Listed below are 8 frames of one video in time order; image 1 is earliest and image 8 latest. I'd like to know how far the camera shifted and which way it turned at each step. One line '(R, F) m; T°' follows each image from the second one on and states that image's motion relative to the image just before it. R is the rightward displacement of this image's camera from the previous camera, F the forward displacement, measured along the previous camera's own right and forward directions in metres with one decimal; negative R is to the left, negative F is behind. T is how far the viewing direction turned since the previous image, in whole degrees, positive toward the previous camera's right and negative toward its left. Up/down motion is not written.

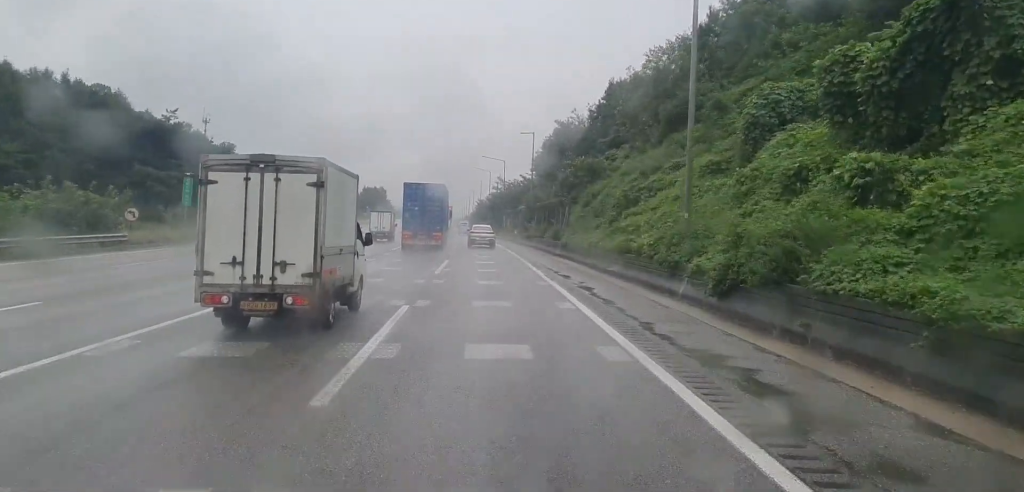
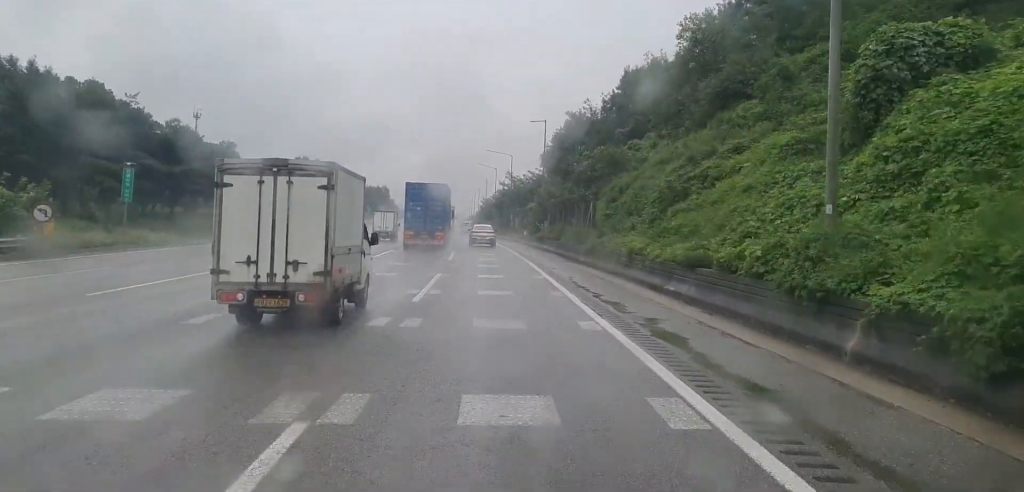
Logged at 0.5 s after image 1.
(0.0, +9.4) m; 0°
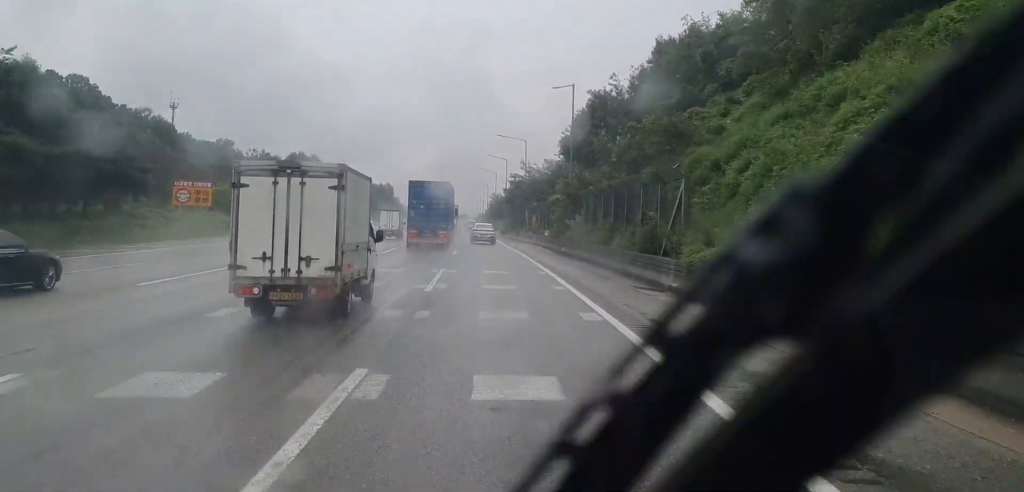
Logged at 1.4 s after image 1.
(0.0, +17.6) m; -1°
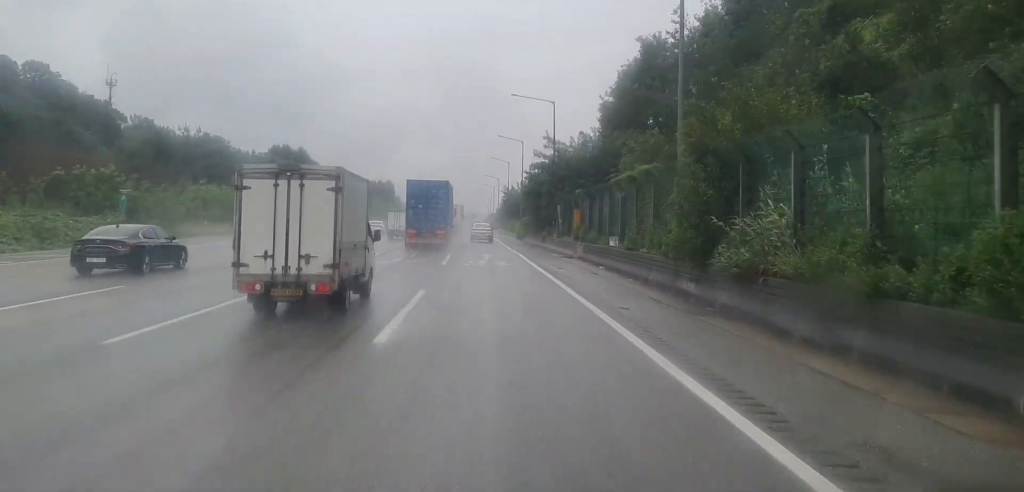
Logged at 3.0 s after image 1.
(-0.6, +29.0) m; -2°
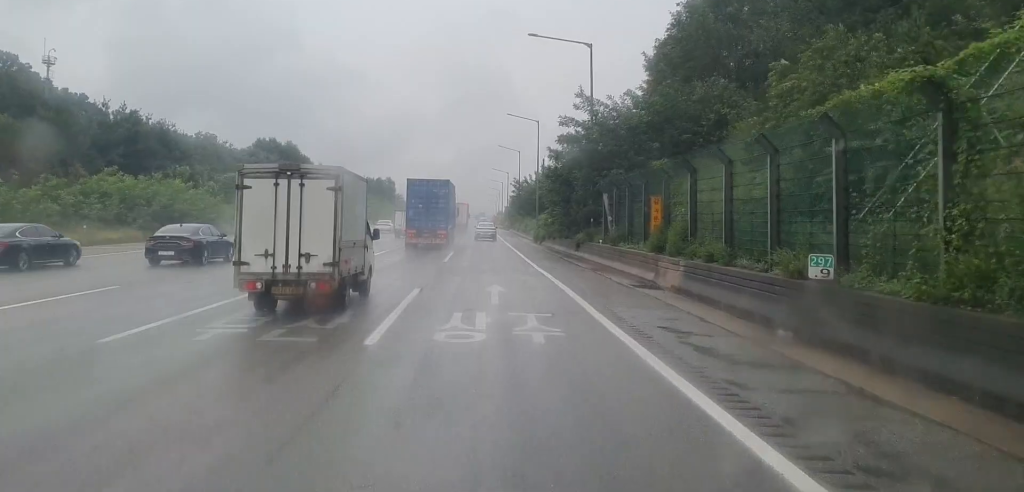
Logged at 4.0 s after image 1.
(+0.1, +19.8) m; 0°
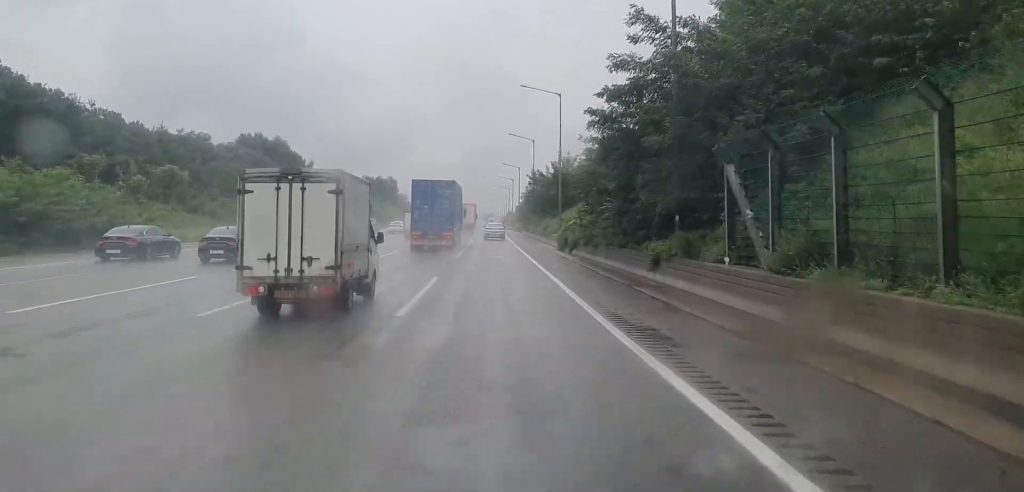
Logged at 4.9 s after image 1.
(-0.1, +17.9) m; 0°
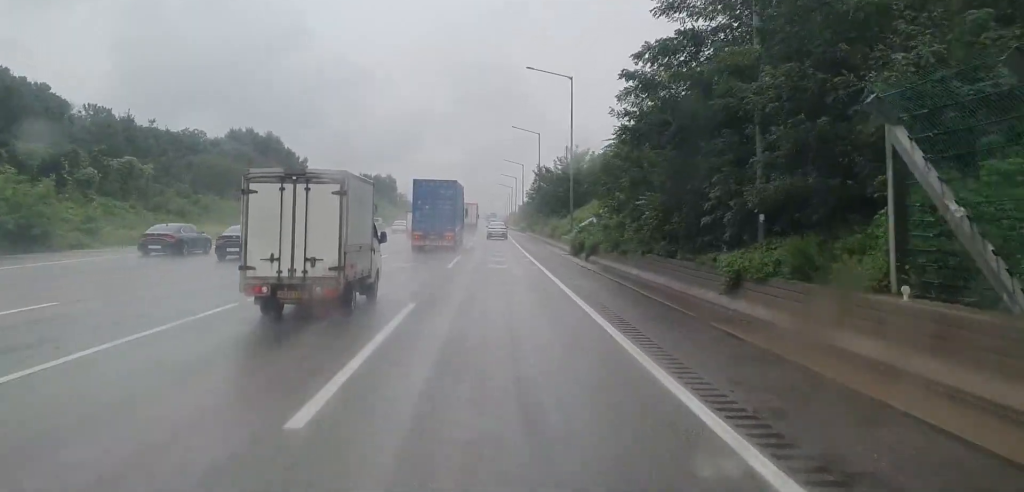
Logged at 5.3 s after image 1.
(+0.1, +7.7) m; 0°
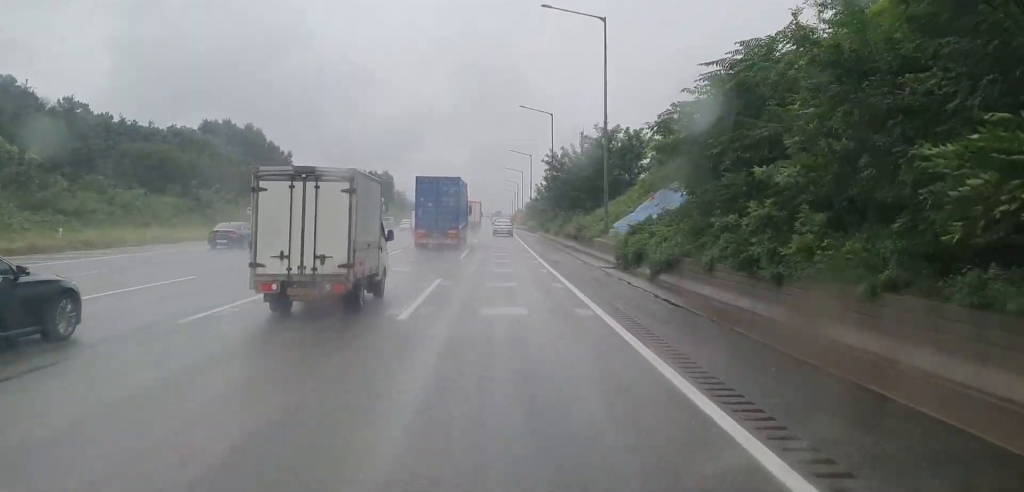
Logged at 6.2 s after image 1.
(+0.1, +16.1) m; 0°
